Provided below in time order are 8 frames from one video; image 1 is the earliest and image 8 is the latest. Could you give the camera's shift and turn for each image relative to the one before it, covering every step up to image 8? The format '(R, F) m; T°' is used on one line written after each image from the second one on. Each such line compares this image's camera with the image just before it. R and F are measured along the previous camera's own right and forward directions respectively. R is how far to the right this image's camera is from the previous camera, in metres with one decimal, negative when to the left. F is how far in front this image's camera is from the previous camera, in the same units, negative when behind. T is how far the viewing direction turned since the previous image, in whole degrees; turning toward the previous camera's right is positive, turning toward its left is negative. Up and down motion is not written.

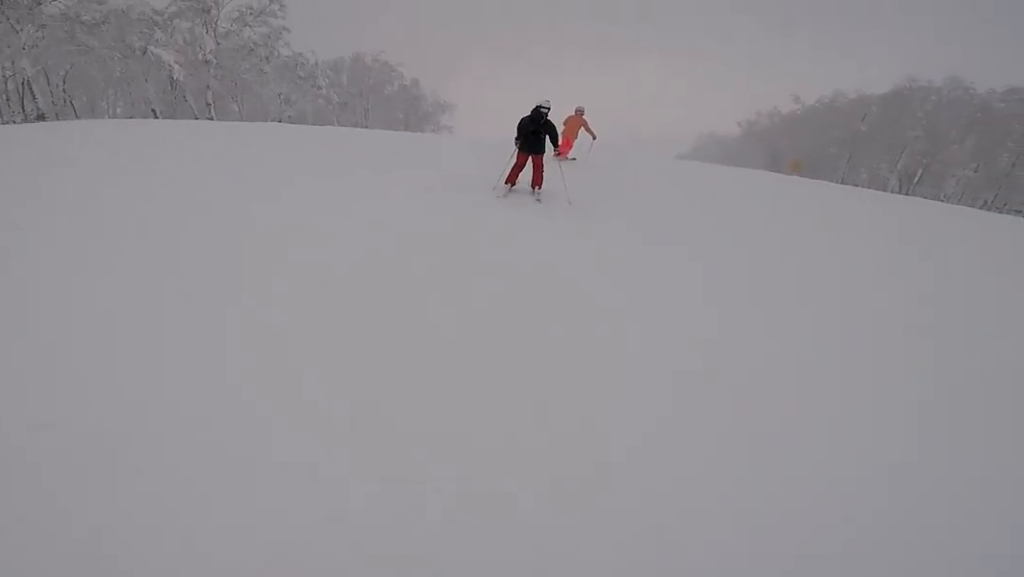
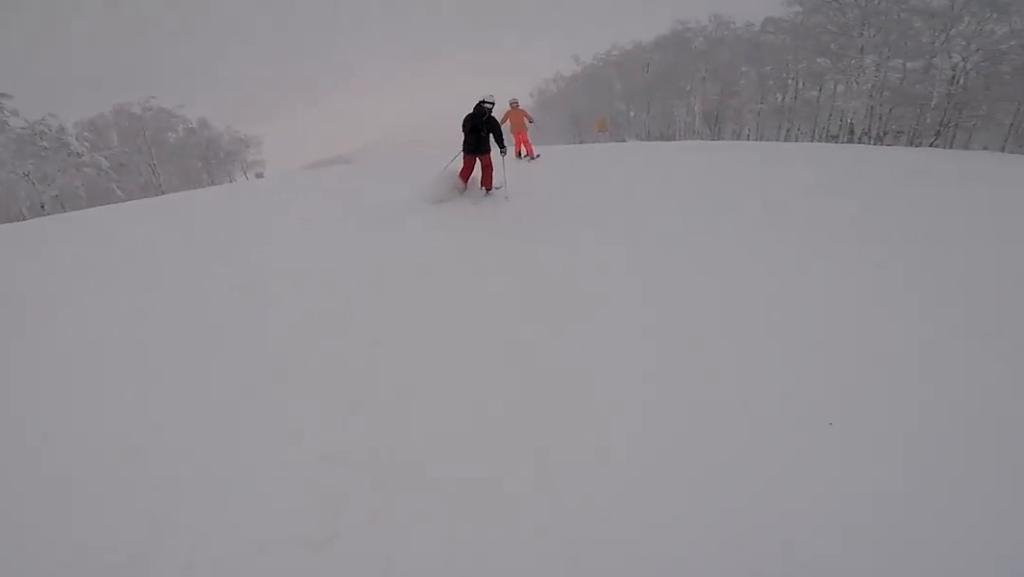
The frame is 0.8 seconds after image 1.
(+0.6, +4.7) m; +18°
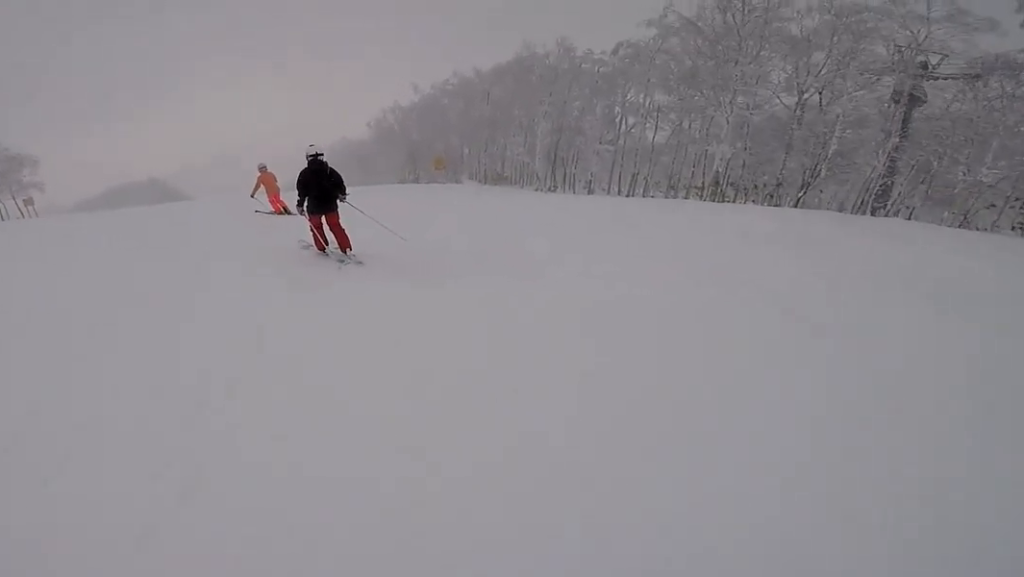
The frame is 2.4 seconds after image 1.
(+1.1, +8.3) m; -7°
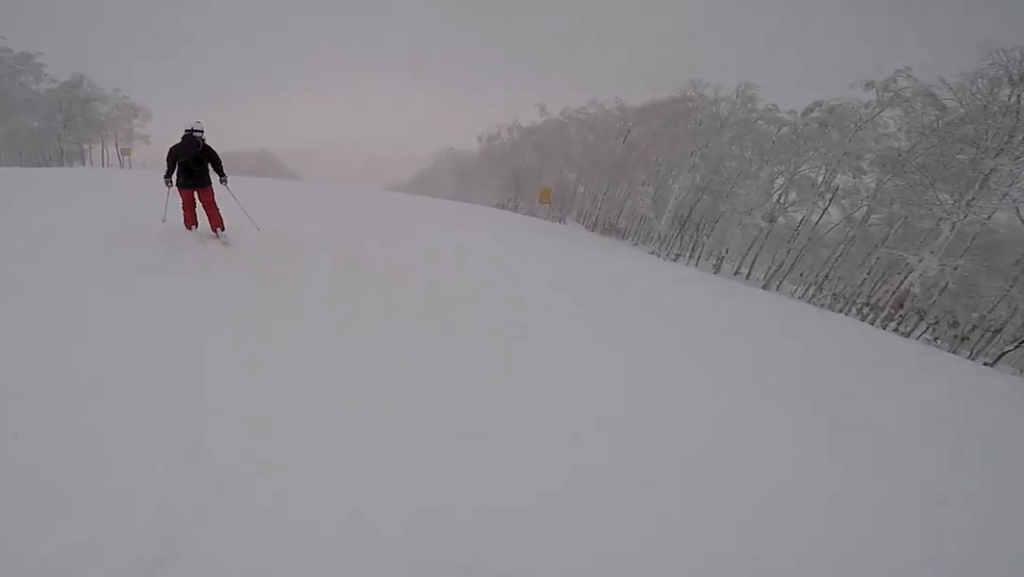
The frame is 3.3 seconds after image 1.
(-0.8, +4.6) m; -12°
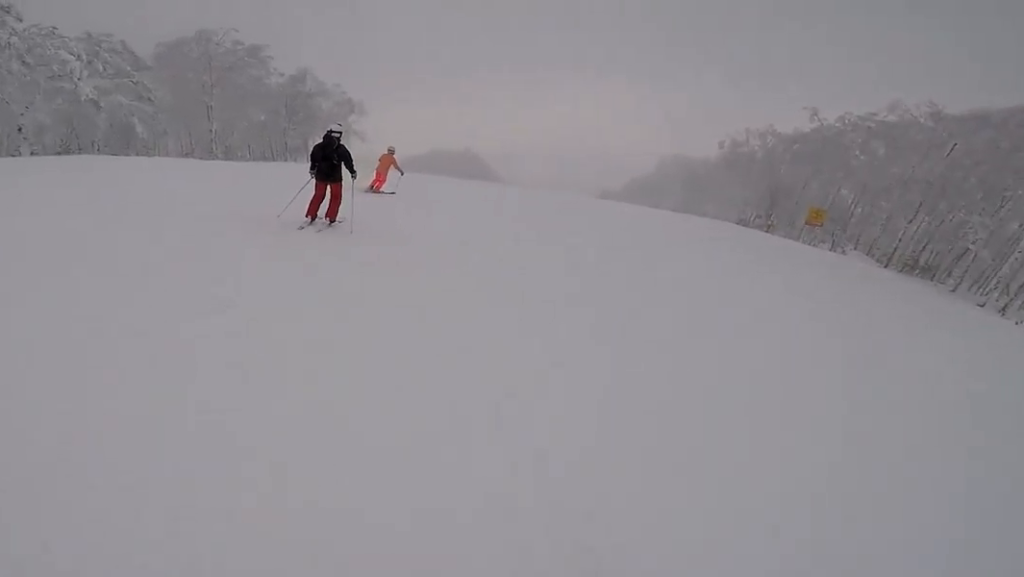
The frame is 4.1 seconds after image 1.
(-0.4, +4.7) m; +1°
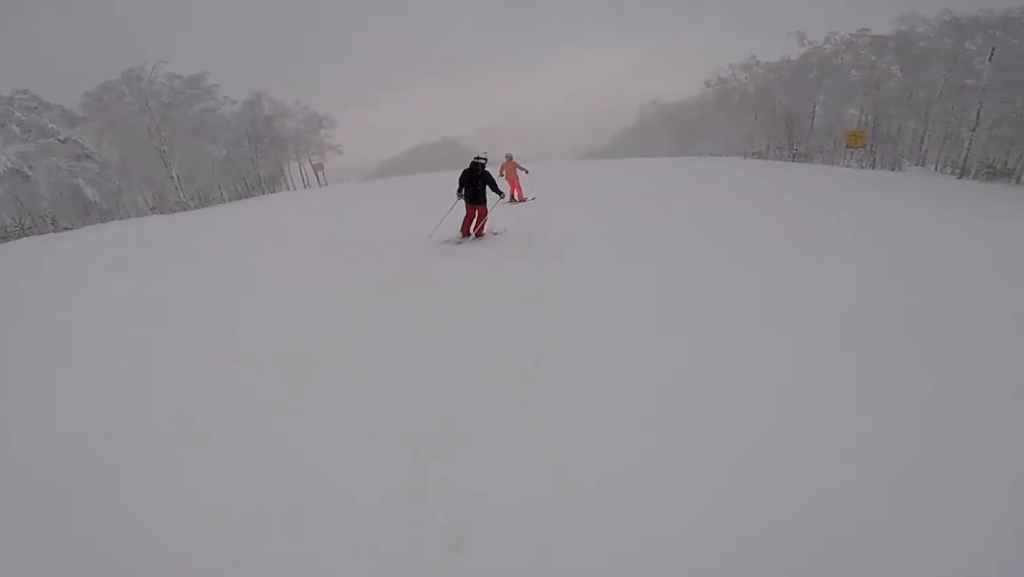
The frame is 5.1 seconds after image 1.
(+0.7, +5.6) m; +8°
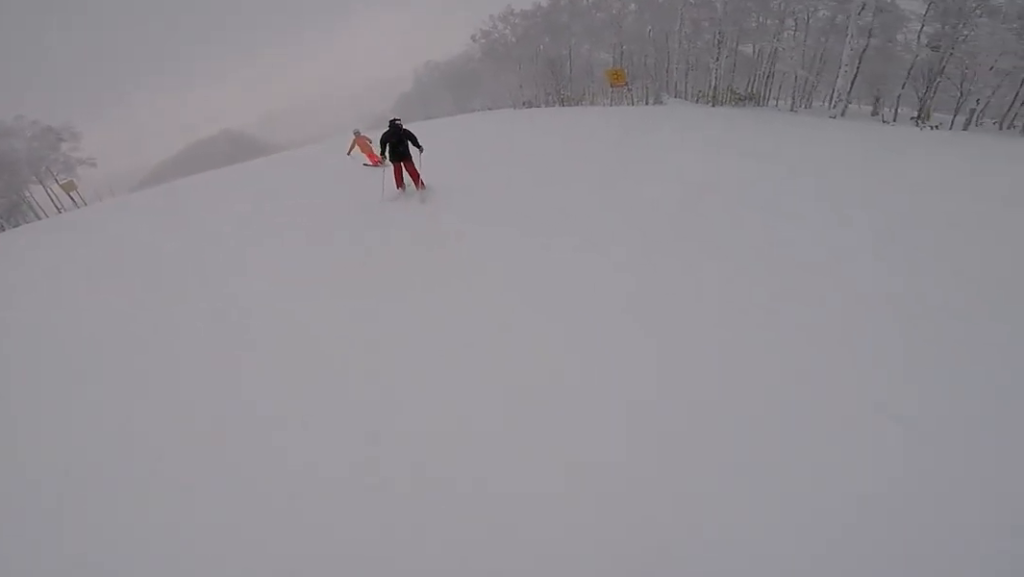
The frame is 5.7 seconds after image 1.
(+0.1, +3.7) m; +1°
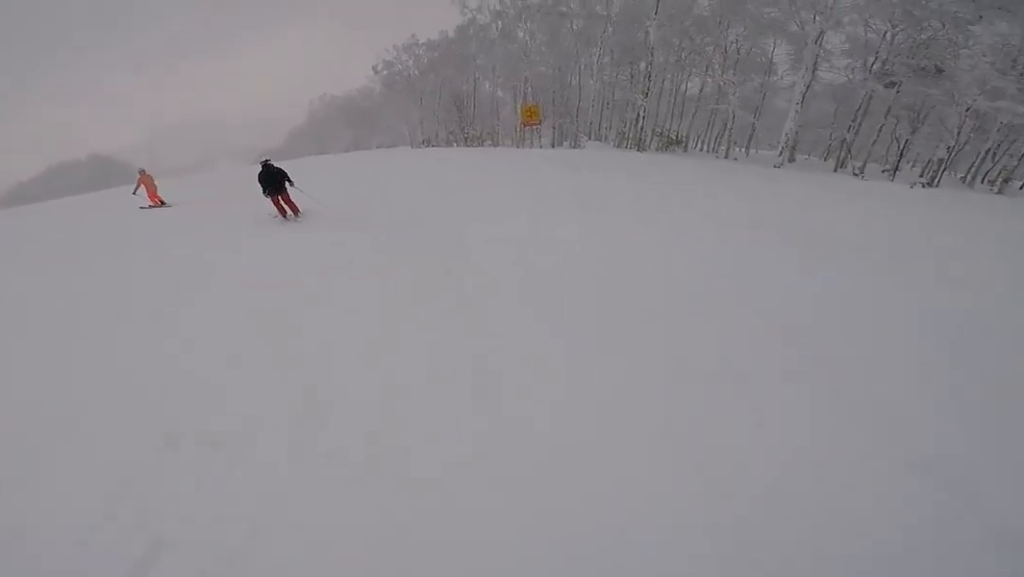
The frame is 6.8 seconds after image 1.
(0.0, +7.5) m; 0°
